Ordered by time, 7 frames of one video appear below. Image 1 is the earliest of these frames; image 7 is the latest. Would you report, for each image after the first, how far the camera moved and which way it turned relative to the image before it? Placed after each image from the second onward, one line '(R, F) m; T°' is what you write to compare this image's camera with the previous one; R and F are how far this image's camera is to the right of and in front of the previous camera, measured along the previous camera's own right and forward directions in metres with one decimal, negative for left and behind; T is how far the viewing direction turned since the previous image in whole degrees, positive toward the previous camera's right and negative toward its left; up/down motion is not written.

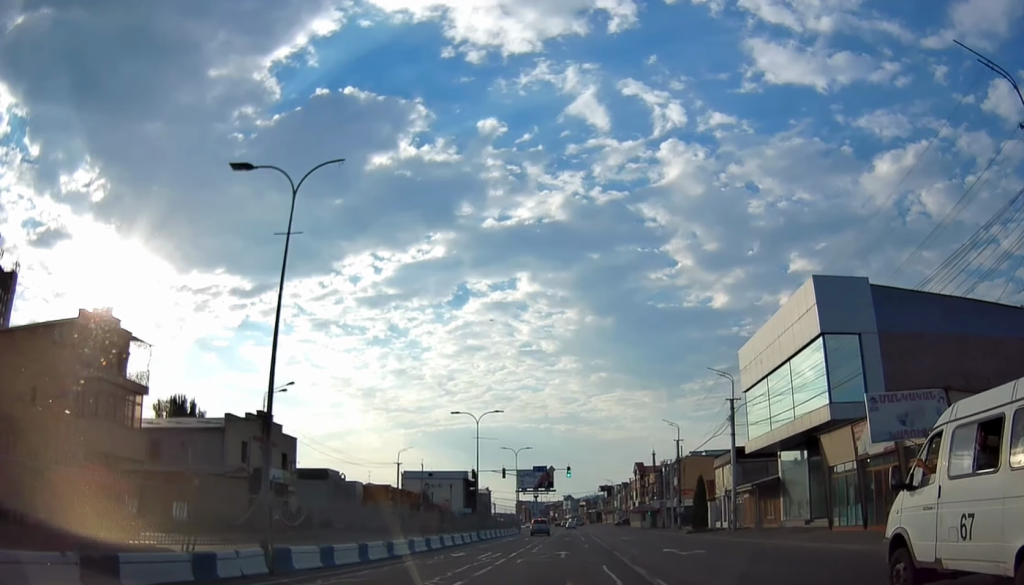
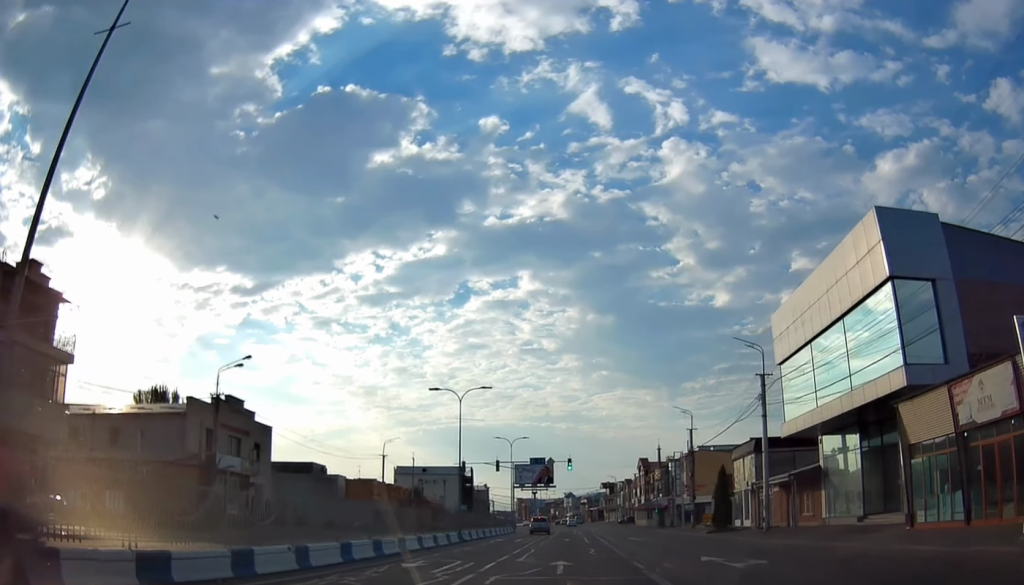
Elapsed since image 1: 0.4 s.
(+0.1, +7.7) m; 0°
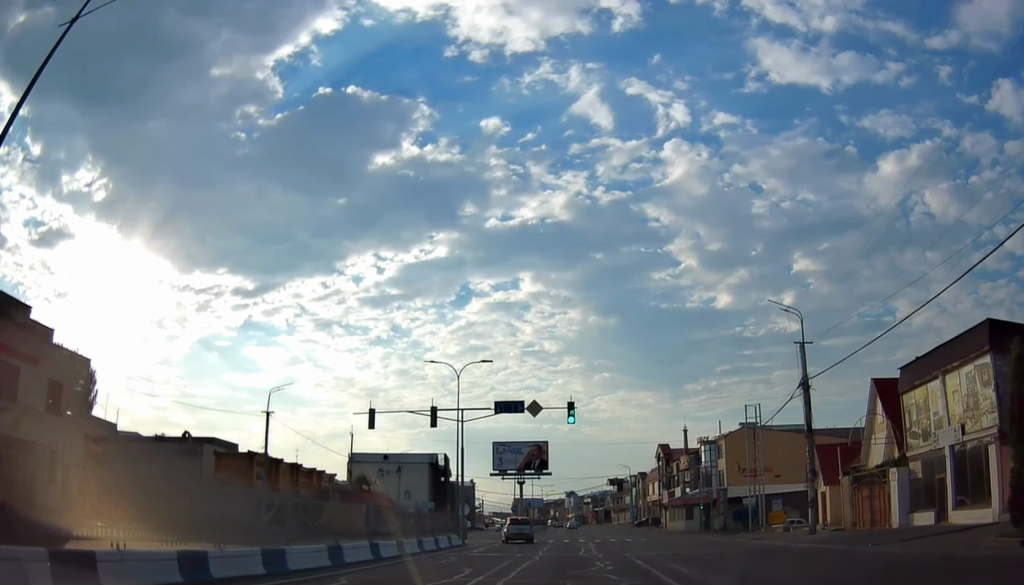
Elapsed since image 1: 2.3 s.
(-0.2, +33.4) m; -2°
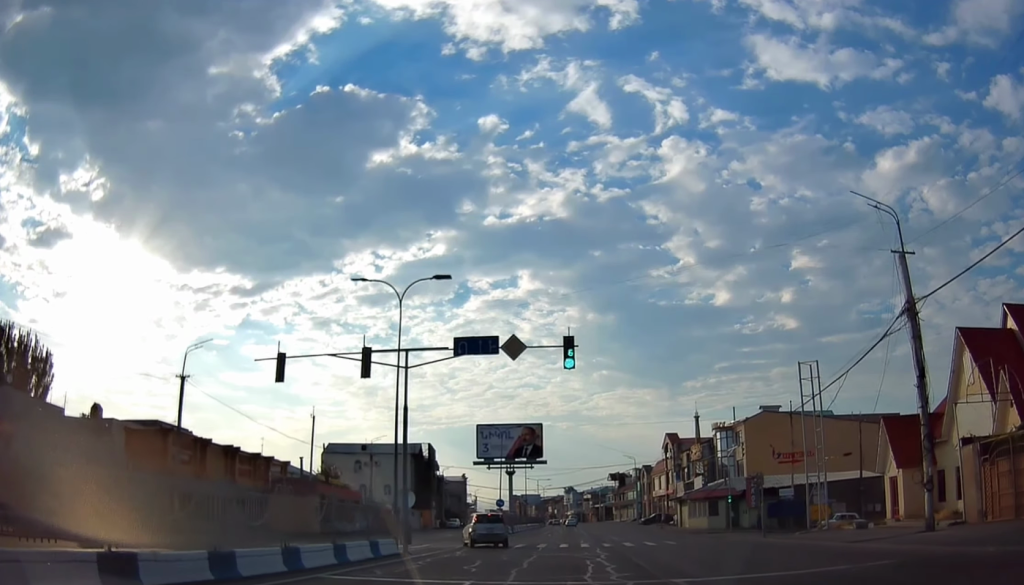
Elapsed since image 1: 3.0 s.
(-0.2, +12.2) m; 0°
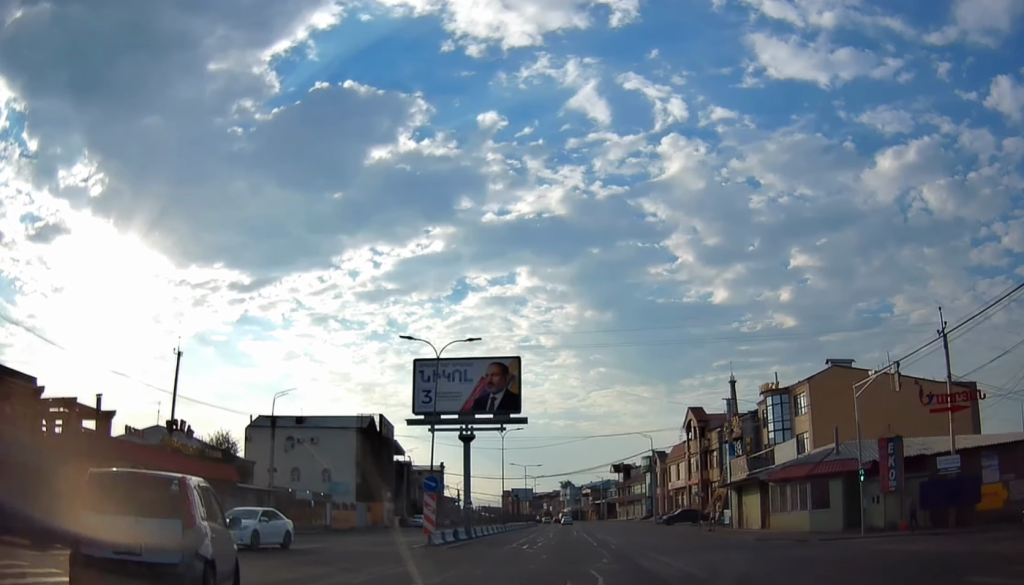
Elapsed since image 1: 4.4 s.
(+0.3, +25.9) m; +1°
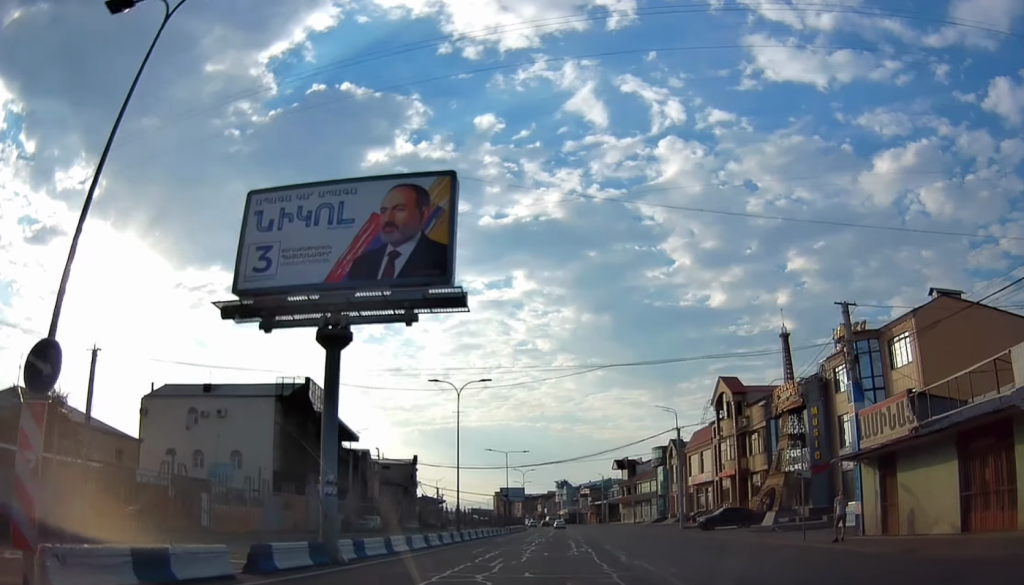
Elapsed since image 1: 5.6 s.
(+0.3, +22.3) m; +1°
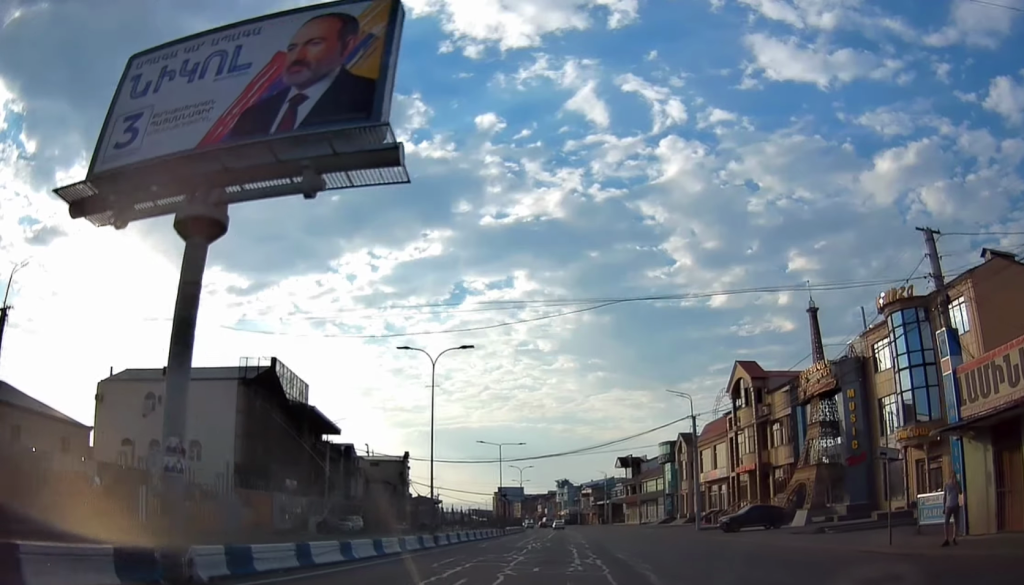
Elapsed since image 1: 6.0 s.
(+0.1, +7.4) m; 0°
